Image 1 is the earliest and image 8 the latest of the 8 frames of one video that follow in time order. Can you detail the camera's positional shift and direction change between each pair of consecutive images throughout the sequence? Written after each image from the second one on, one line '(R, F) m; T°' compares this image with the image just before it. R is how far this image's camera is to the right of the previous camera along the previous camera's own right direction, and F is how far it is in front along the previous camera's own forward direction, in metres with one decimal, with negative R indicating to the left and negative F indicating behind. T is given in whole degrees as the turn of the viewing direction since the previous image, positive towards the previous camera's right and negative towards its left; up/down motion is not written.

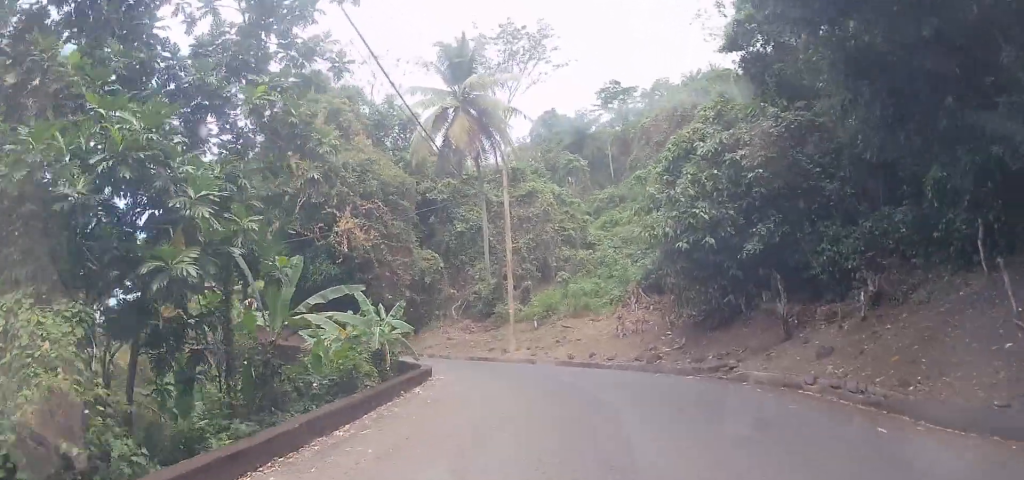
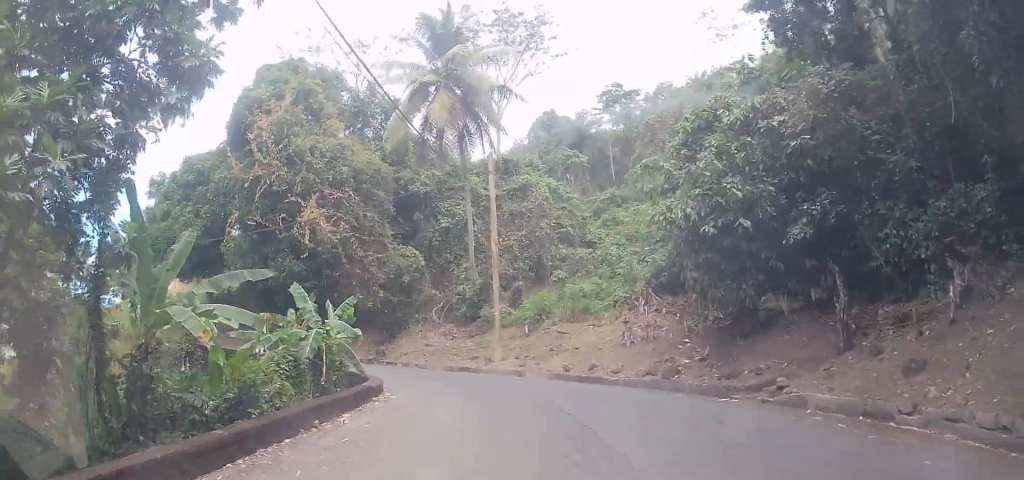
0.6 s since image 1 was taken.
(+0.1, +4.4) m; +1°
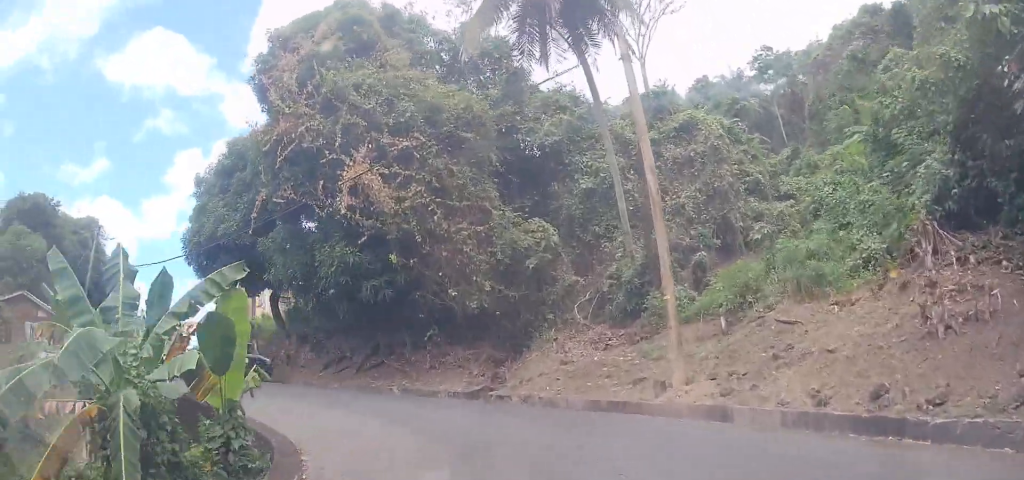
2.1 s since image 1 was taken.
(-0.7, +11.0) m; -11°
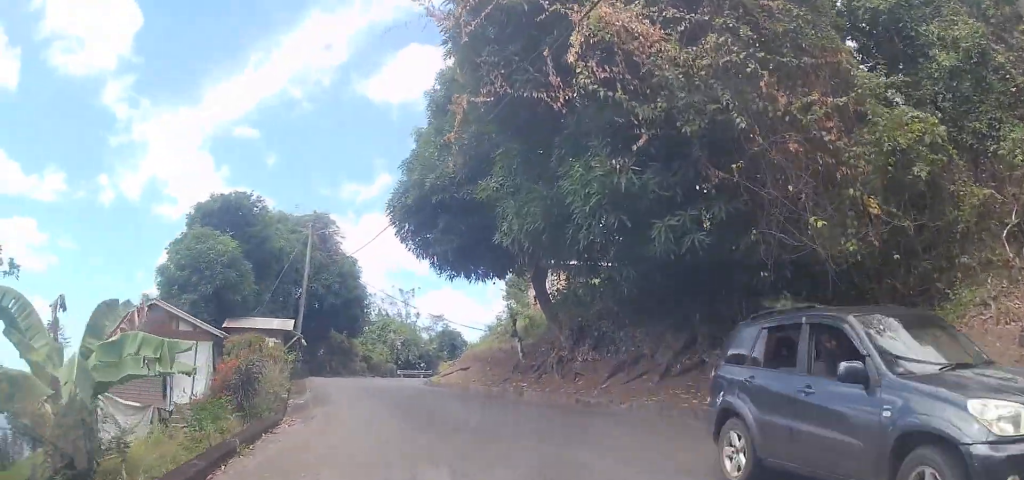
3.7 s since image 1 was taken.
(-1.3, +9.3) m; -25°
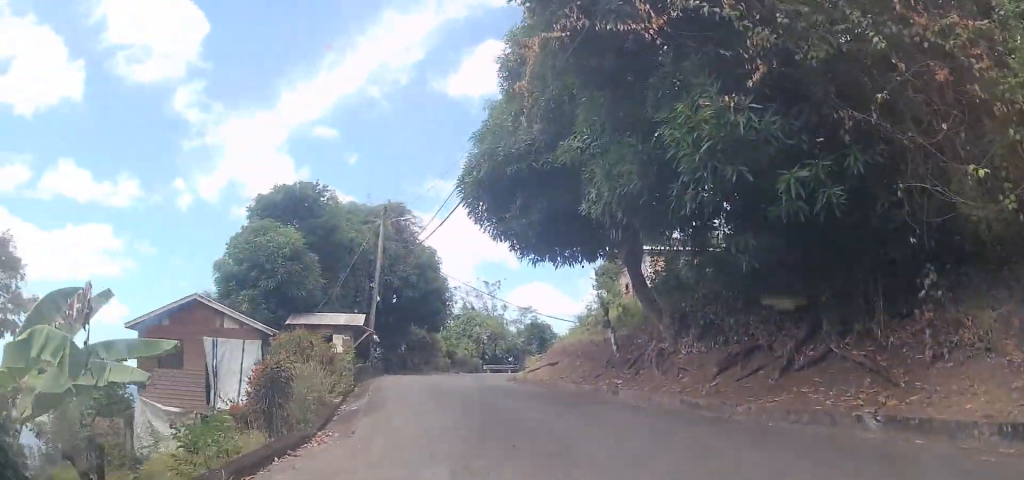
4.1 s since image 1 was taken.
(-0.2, +2.5) m; -13°
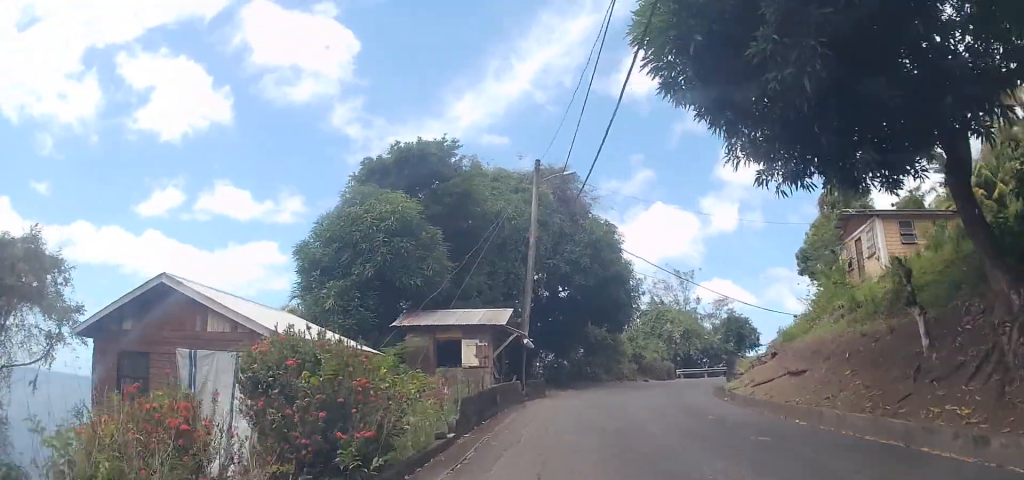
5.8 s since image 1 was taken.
(-3.6, +9.3) m; -34°
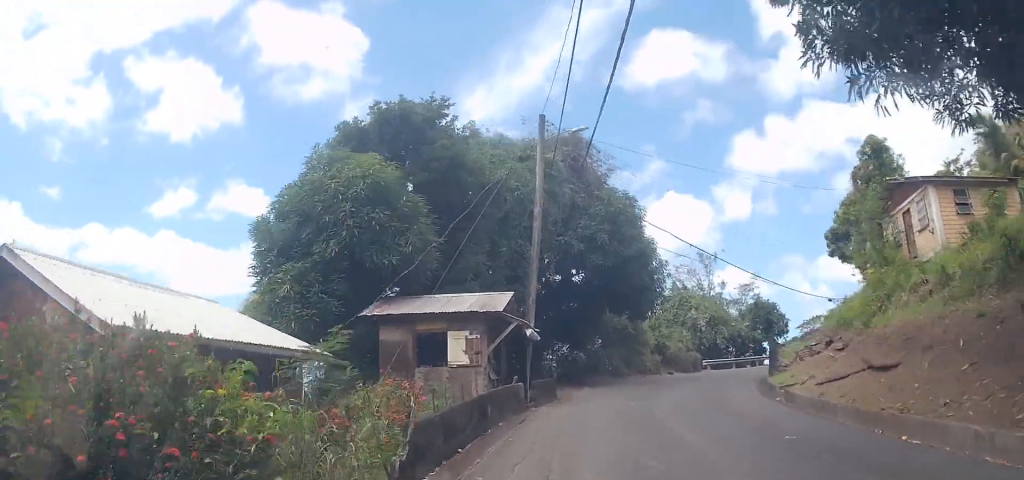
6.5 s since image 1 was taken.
(-0.3, +4.1) m; -7°
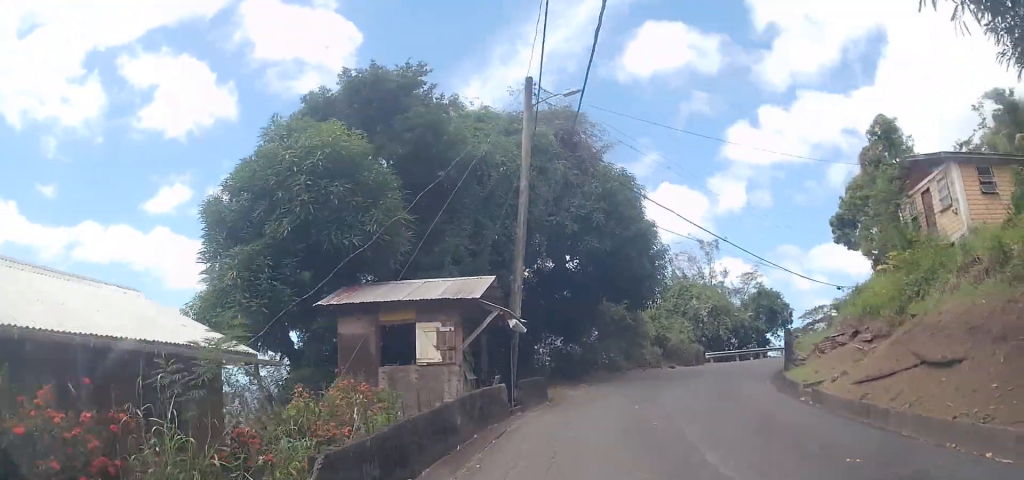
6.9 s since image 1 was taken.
(-0.1, +2.3) m; 0°
